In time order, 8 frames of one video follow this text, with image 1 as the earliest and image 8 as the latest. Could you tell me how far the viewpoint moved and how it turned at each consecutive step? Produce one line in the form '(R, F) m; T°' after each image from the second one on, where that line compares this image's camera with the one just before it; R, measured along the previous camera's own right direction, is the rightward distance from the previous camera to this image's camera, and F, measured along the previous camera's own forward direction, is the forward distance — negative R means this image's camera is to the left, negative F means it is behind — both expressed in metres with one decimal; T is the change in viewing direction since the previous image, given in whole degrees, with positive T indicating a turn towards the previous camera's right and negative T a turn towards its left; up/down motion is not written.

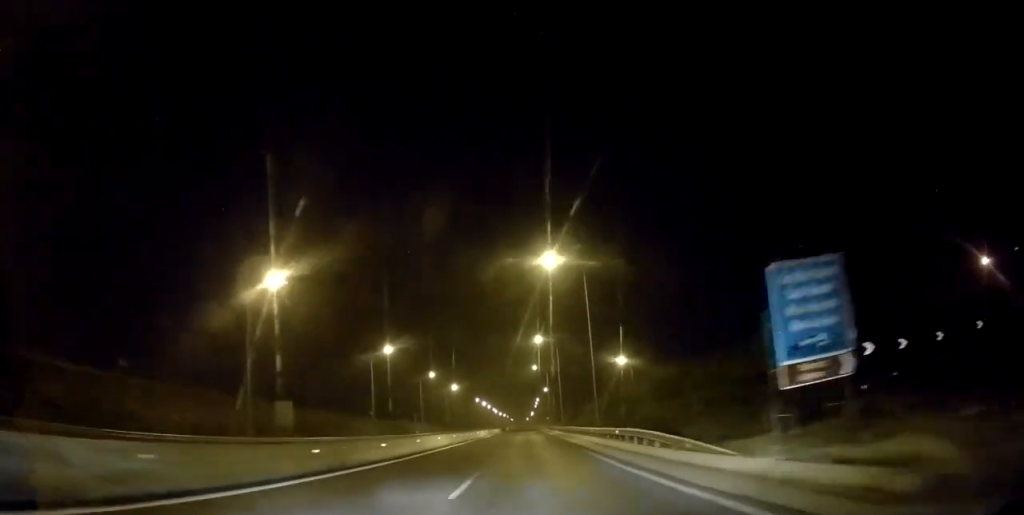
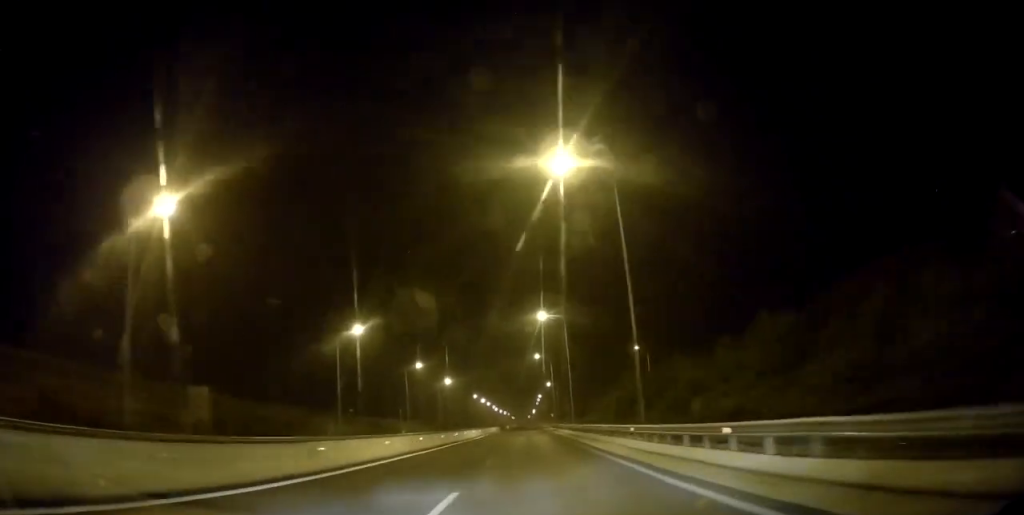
(-0.3, +15.4) m; 0°
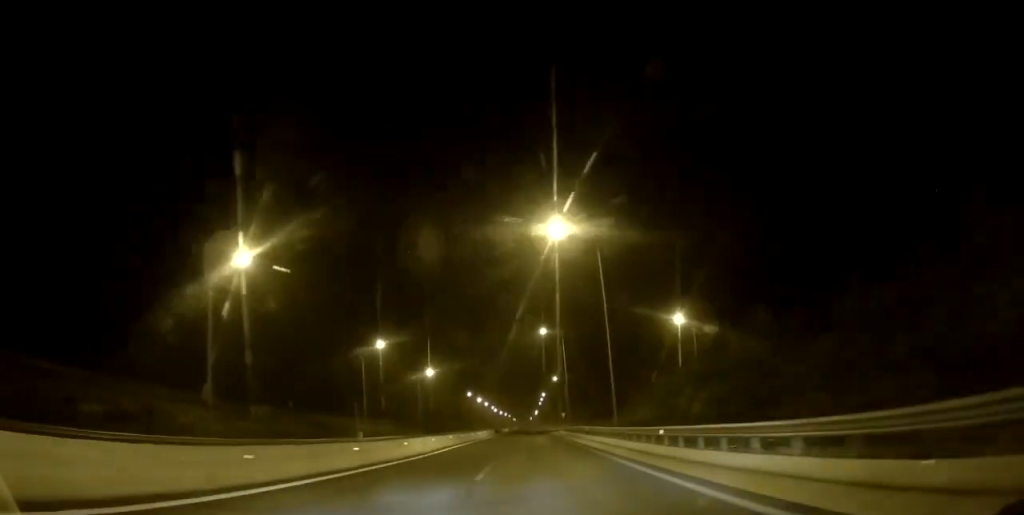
(-0.1, +28.7) m; 0°
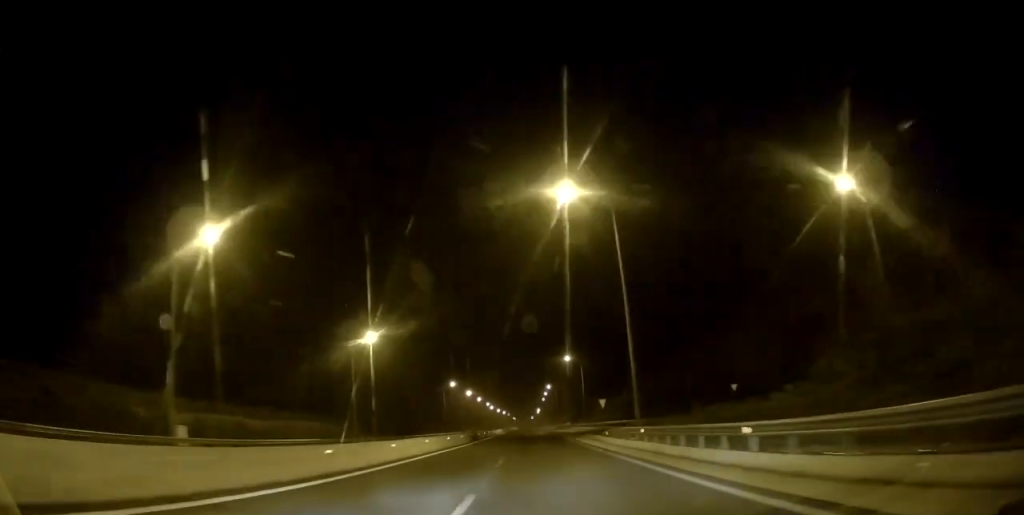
(-0.1, +43.9) m; 0°
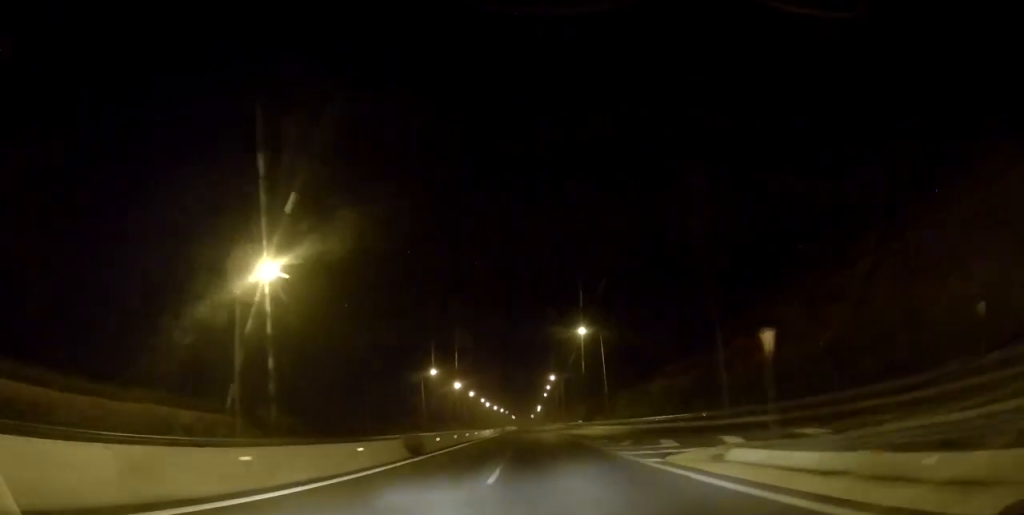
(+0.2, +29.8) m; +1°
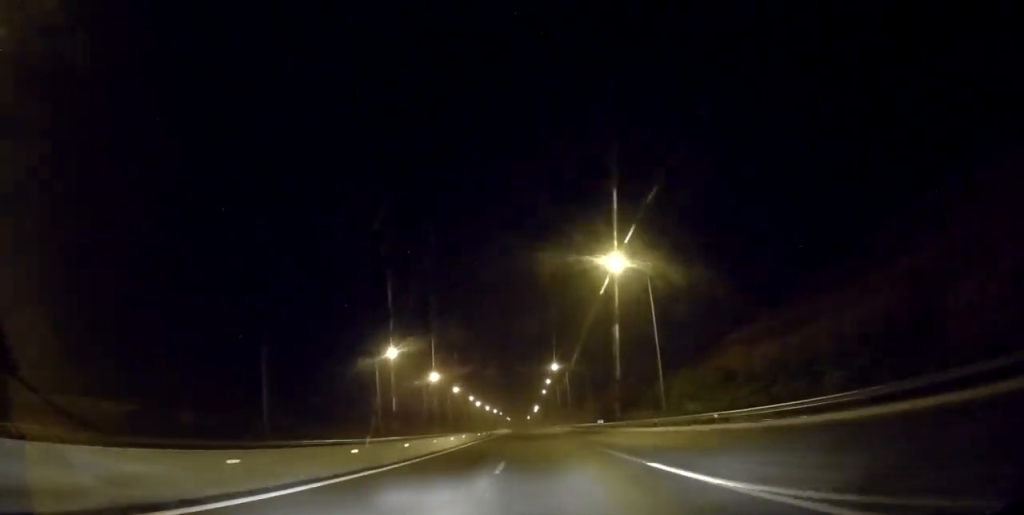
(+0.1, +33.0) m; 0°
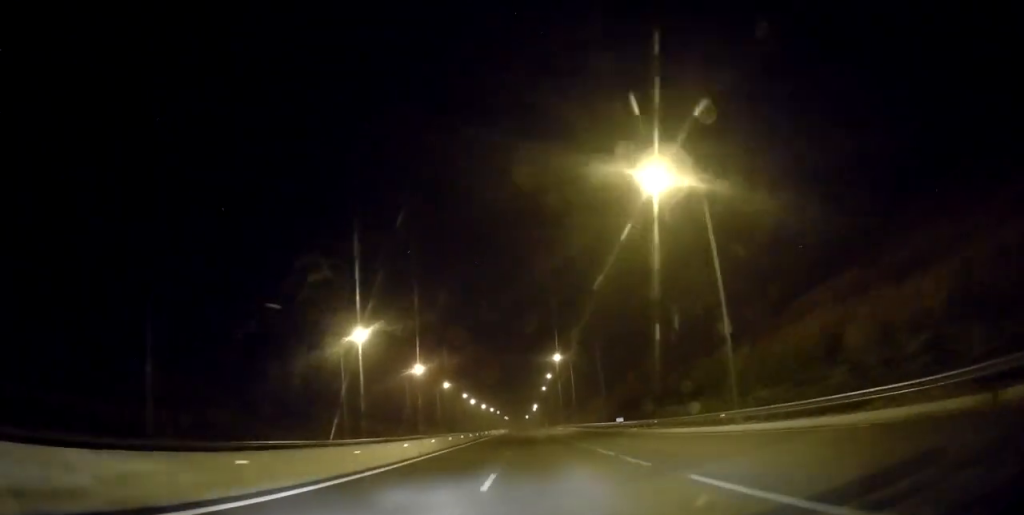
(0.0, +15.7) m; 0°
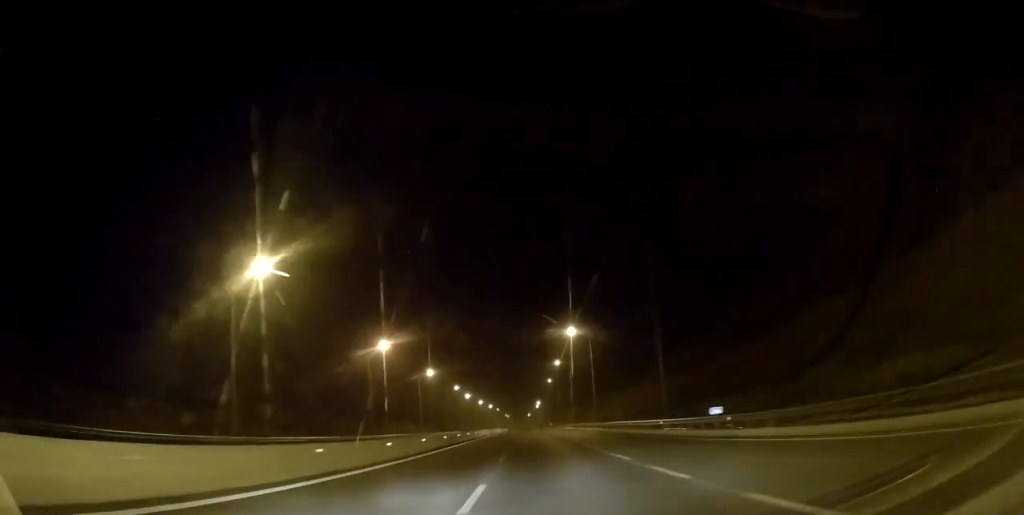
(0.0, +27.7) m; 0°
